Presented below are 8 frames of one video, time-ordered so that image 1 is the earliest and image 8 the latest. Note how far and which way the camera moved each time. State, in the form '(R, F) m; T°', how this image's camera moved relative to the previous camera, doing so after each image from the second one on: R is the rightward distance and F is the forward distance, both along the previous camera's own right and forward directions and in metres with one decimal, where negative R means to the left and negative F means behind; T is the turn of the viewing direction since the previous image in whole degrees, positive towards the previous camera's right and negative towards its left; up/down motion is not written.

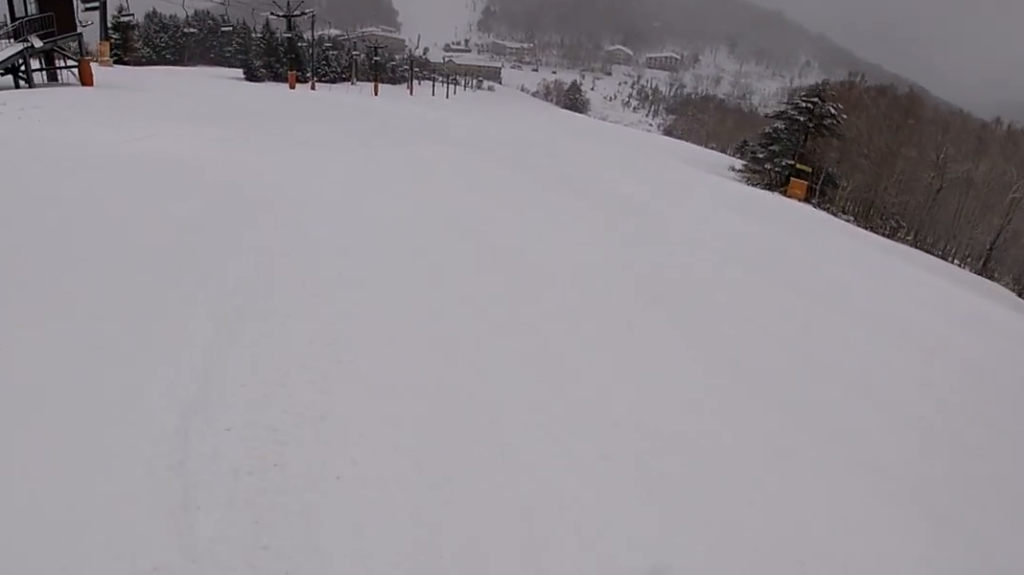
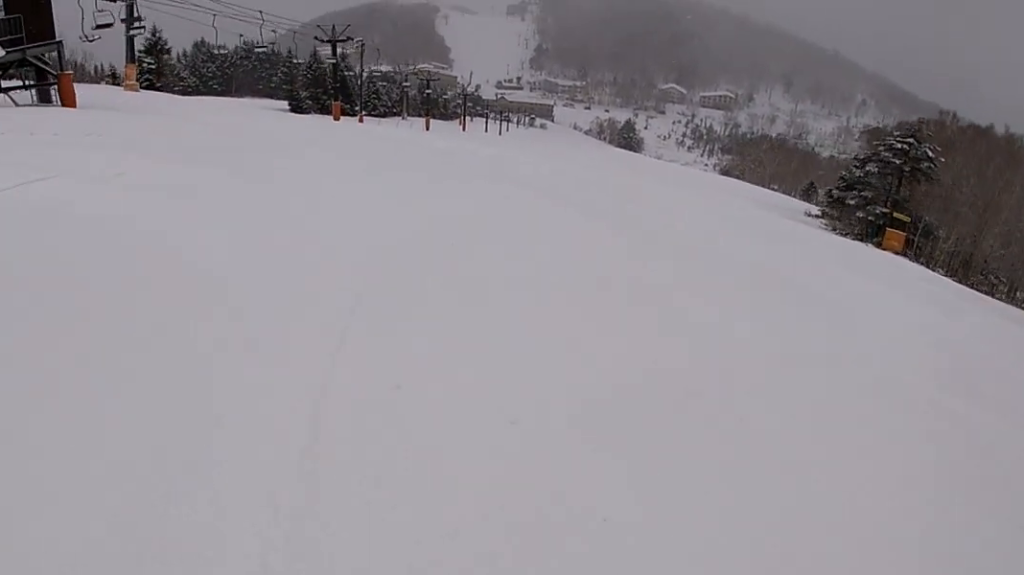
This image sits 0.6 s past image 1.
(0.0, +6.8) m; -3°
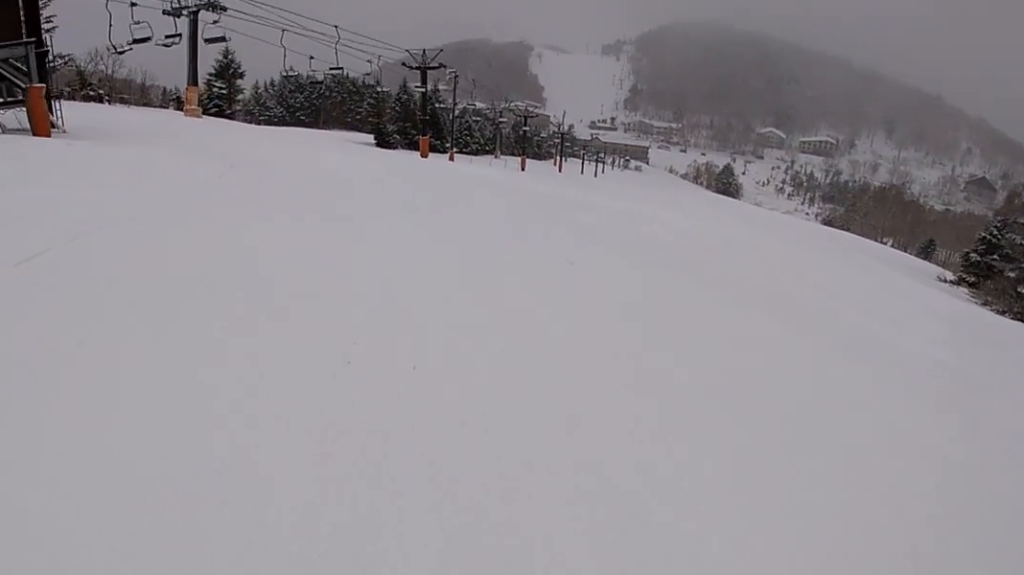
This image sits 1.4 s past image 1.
(+0.1, +8.0) m; -6°
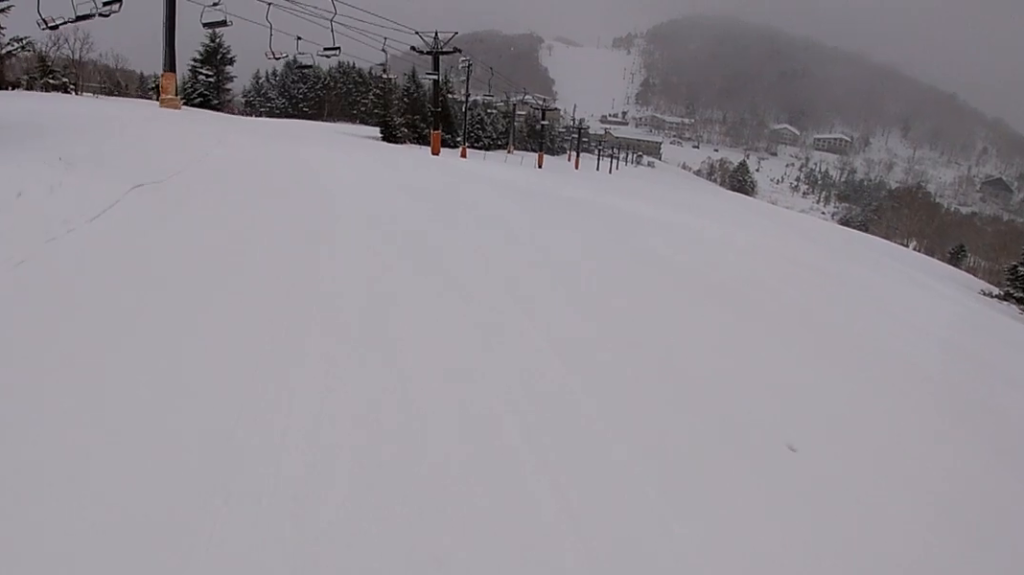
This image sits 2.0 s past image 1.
(-0.8, +6.4) m; -5°
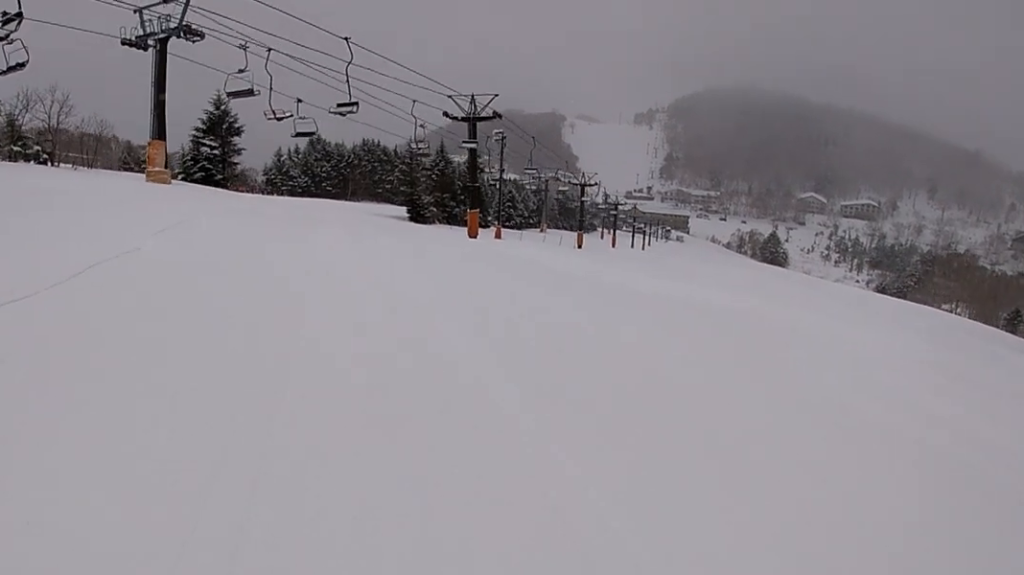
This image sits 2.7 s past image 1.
(-0.4, +7.7) m; -2°
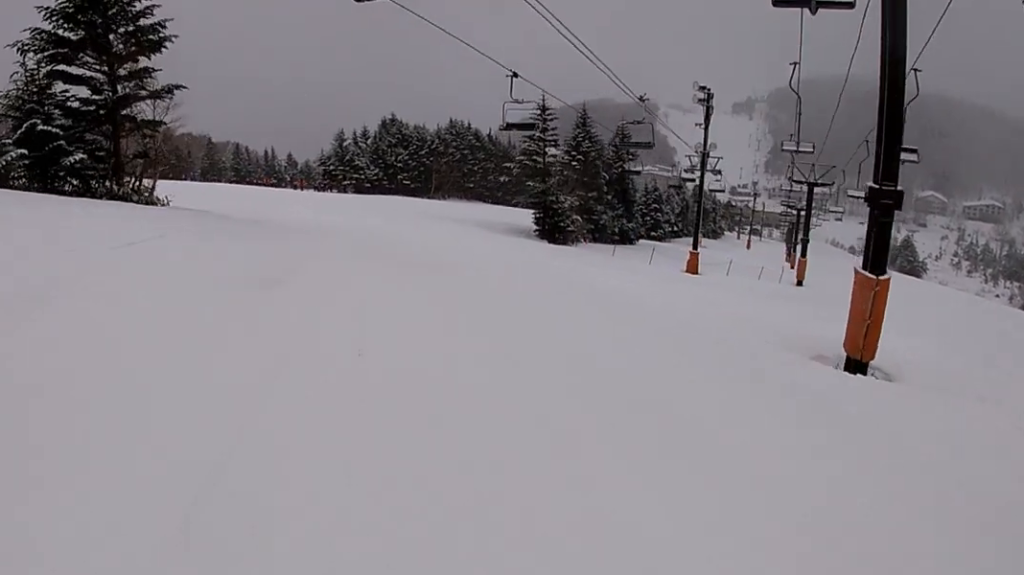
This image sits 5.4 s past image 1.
(+0.1, +29.8) m; -5°
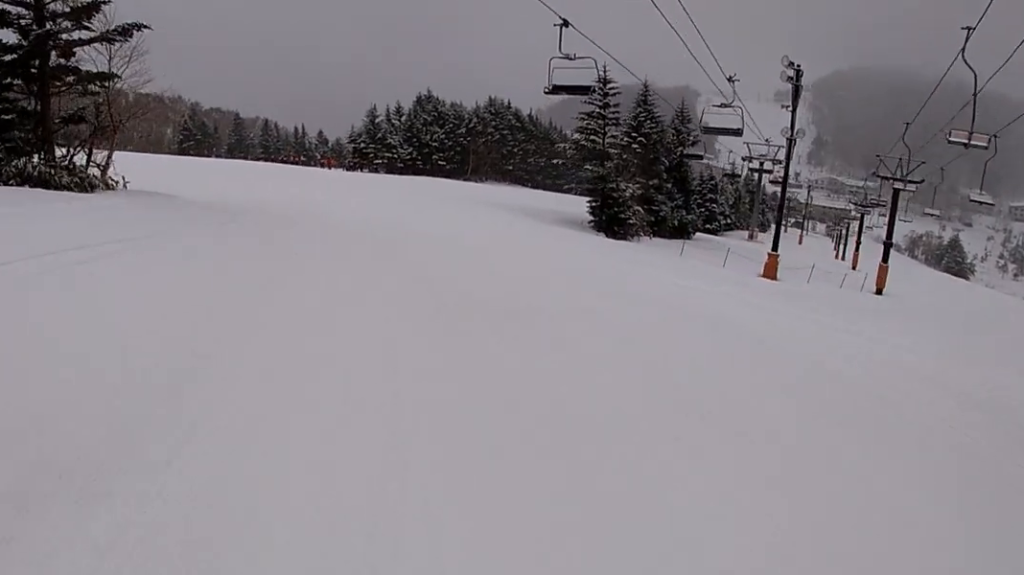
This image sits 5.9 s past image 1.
(-0.3, +5.1) m; -4°
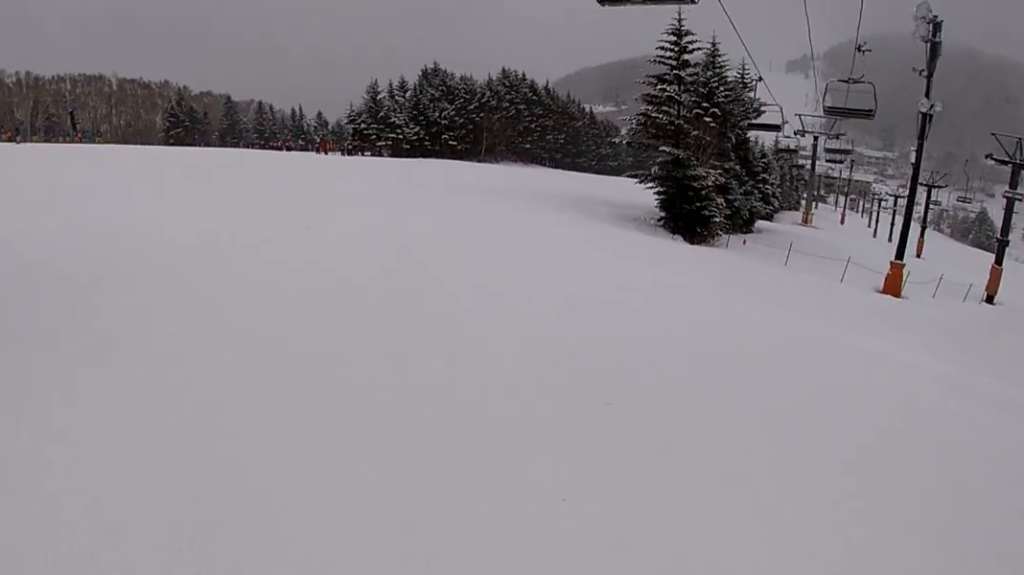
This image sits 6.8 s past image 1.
(-0.5, +8.9) m; -3°
